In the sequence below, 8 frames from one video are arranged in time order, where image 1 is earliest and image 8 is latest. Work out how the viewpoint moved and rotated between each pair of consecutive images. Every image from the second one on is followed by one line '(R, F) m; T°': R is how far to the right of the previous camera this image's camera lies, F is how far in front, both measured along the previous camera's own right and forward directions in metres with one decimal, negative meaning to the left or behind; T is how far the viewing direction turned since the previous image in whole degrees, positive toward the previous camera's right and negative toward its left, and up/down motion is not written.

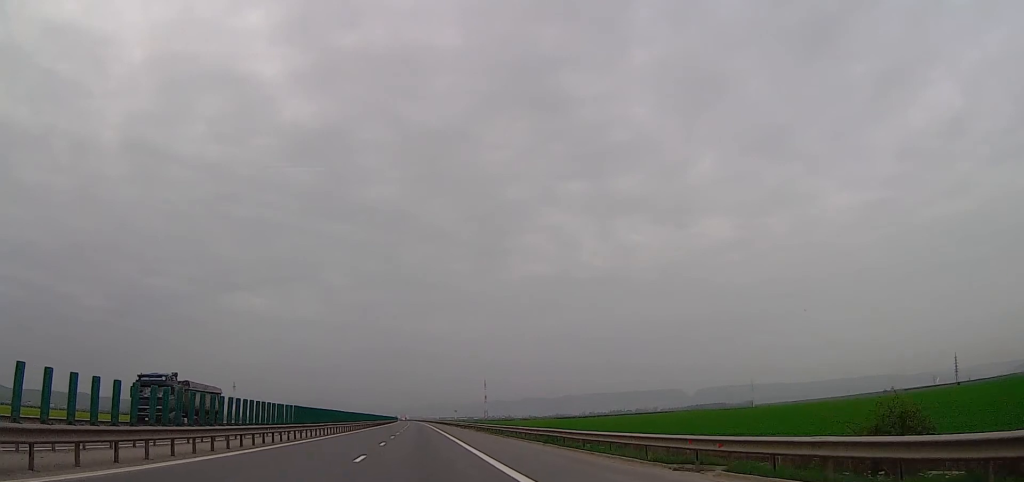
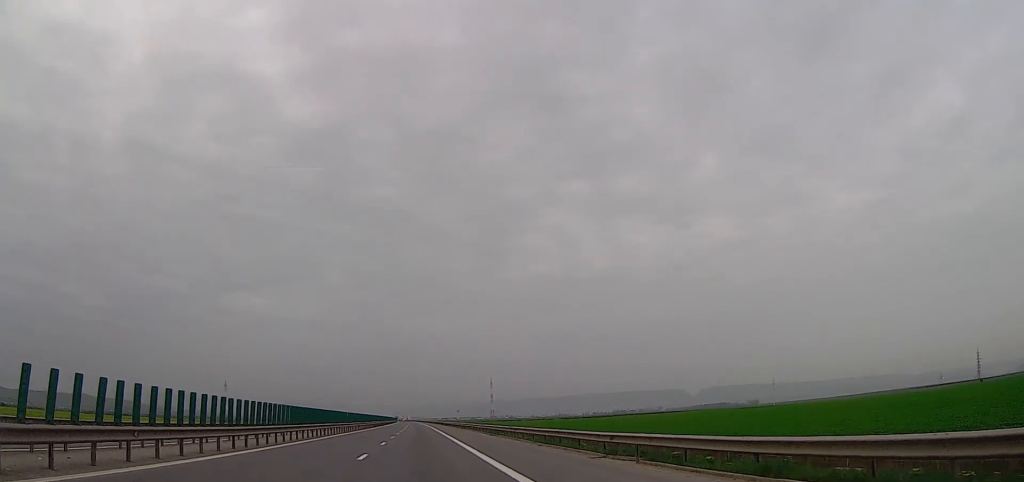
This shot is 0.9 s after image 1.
(-0.2, +33.2) m; 0°
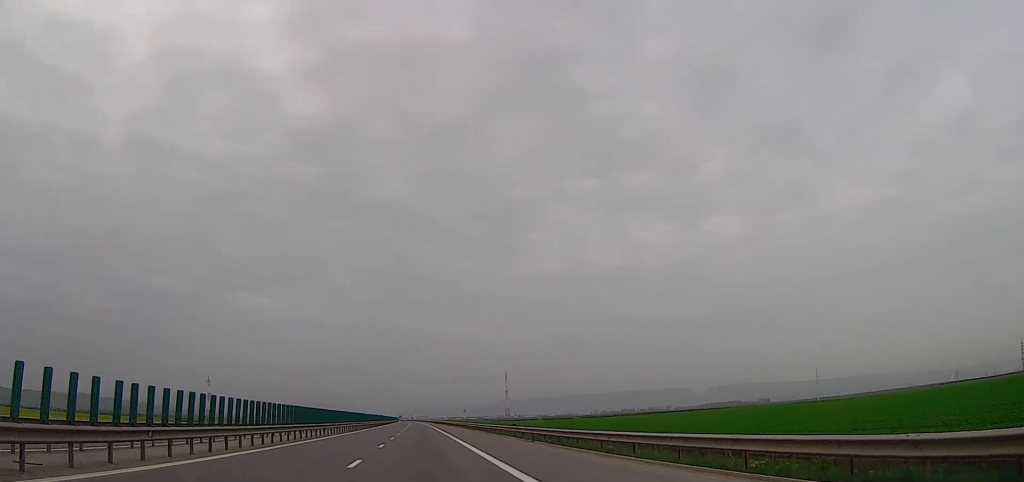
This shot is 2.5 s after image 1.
(0.0, +64.9) m; 0°
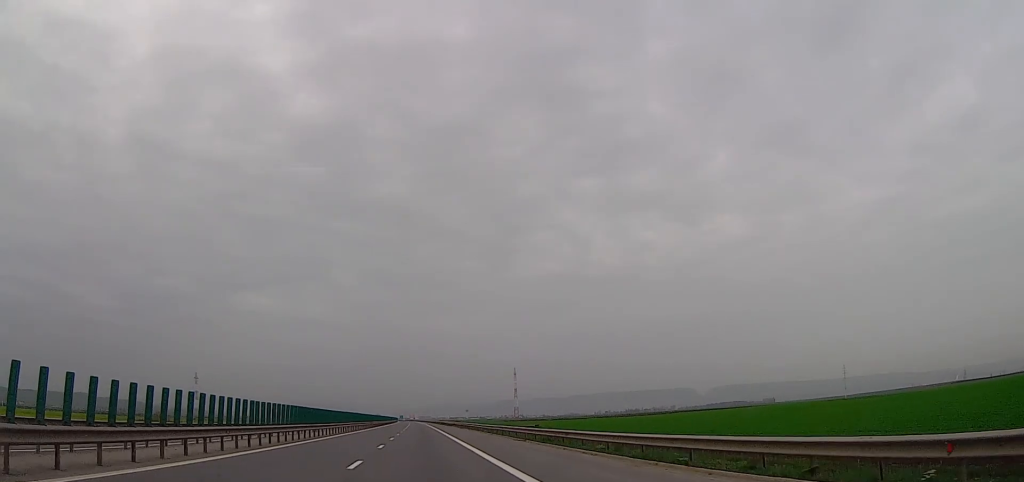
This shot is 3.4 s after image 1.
(0.0, +34.3) m; 0°
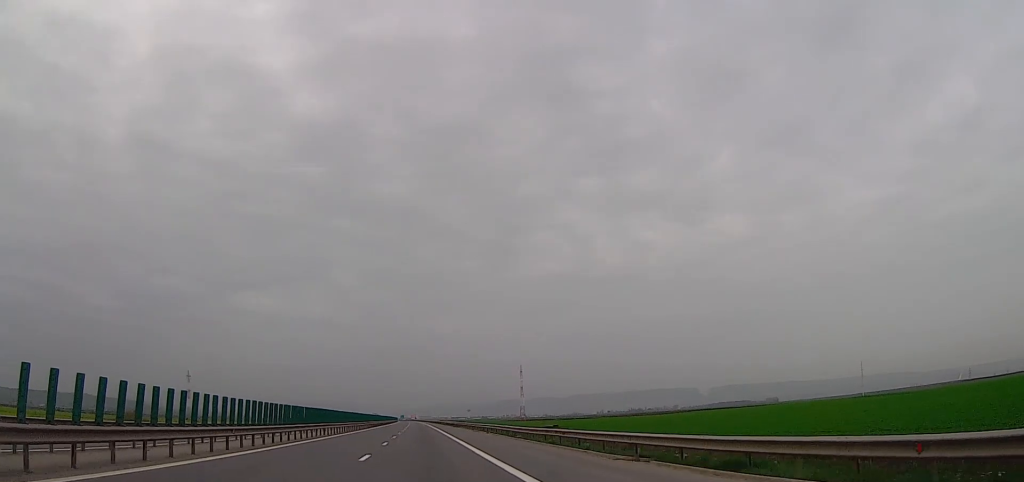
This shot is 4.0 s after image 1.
(0.0, +22.0) m; 0°
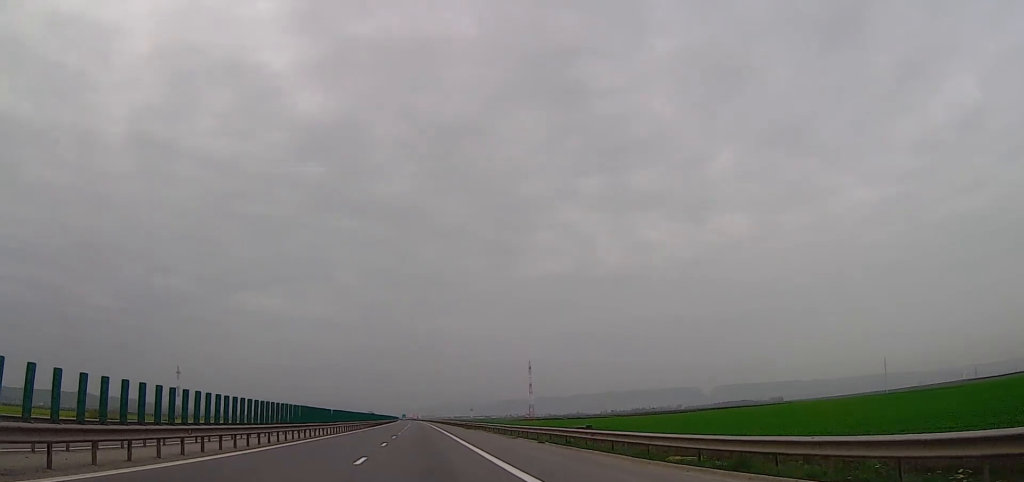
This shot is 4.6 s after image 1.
(0.0, +26.6) m; 0°
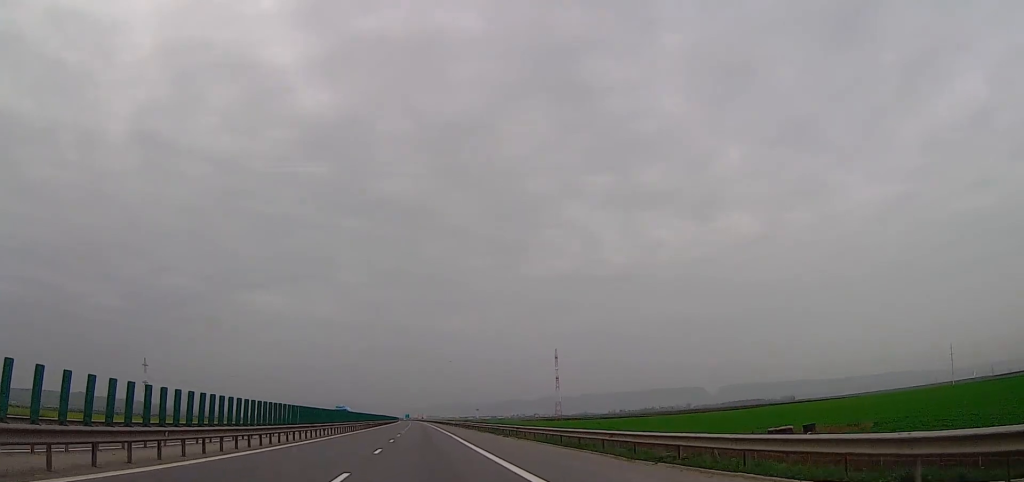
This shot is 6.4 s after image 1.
(-0.5, +64.3) m; -1°
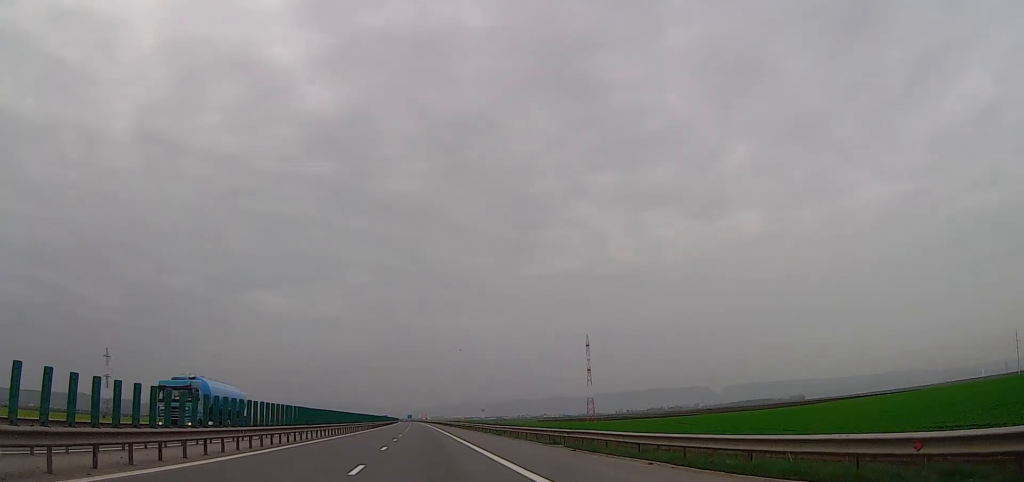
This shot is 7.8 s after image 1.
(-0.7, +59.4) m; 0°
